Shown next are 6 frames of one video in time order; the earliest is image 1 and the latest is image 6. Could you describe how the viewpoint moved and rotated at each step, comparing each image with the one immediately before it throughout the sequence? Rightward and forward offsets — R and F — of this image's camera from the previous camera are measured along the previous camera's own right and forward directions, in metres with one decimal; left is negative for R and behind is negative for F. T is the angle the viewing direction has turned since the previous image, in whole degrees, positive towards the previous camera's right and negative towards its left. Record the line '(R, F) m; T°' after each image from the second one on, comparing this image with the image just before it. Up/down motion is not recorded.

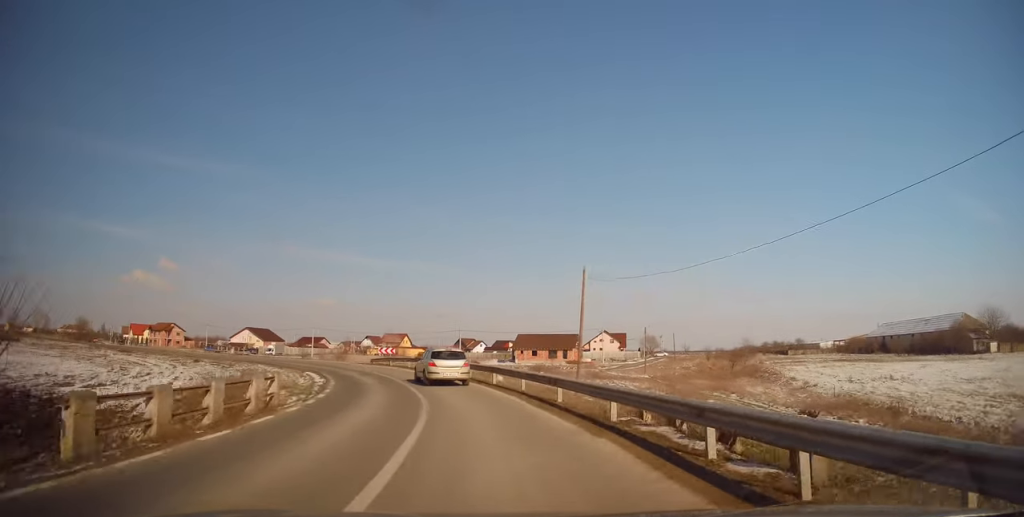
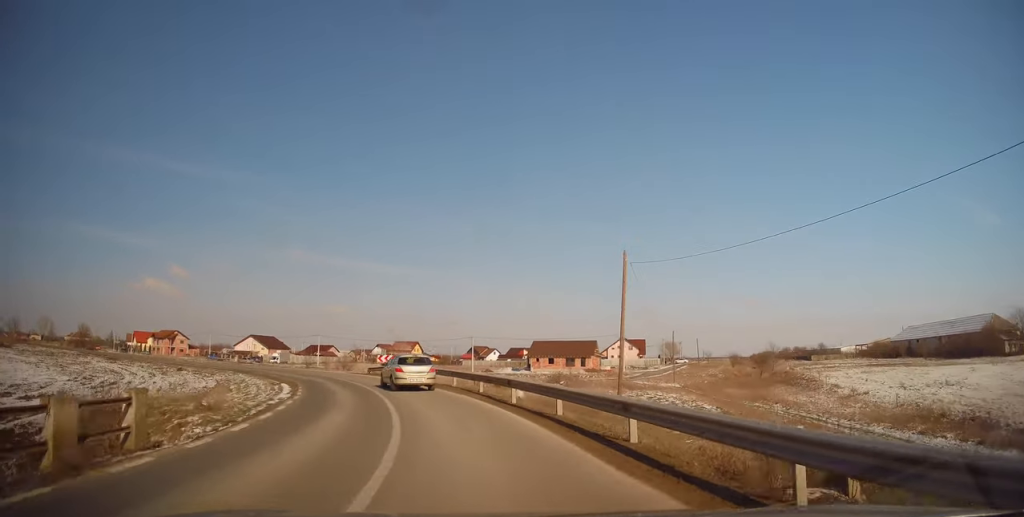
(0.0, +6.1) m; -2°
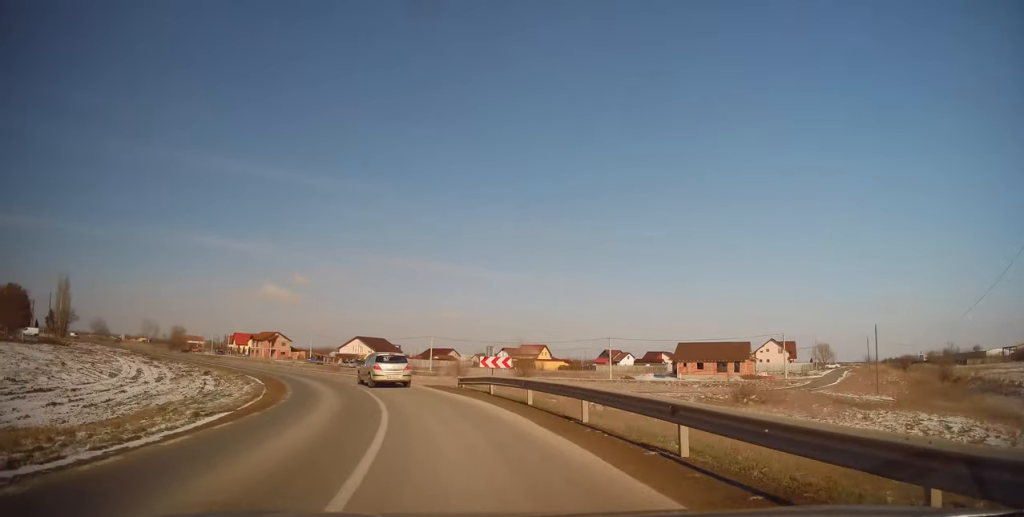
(-1.4, +17.0) m; -11°
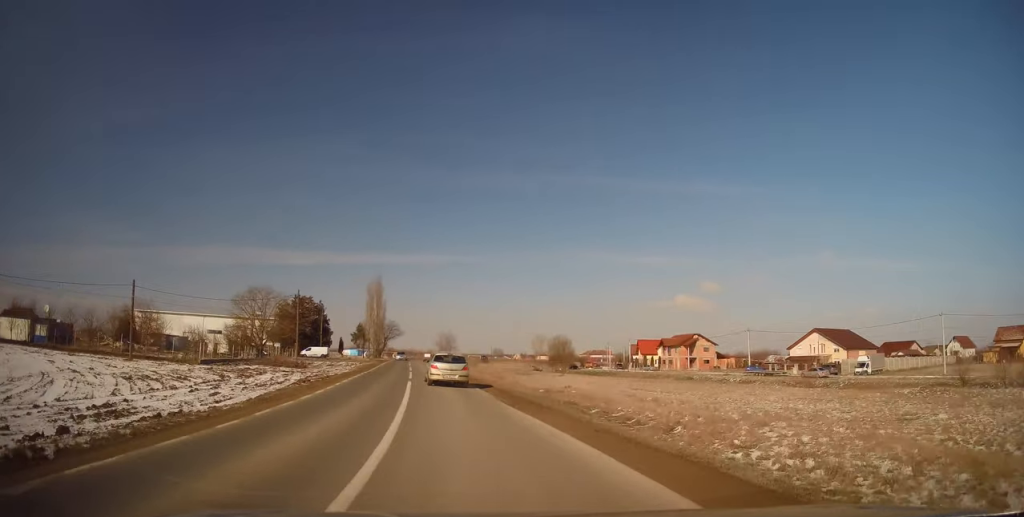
(-16.8, +44.1) m; -41°
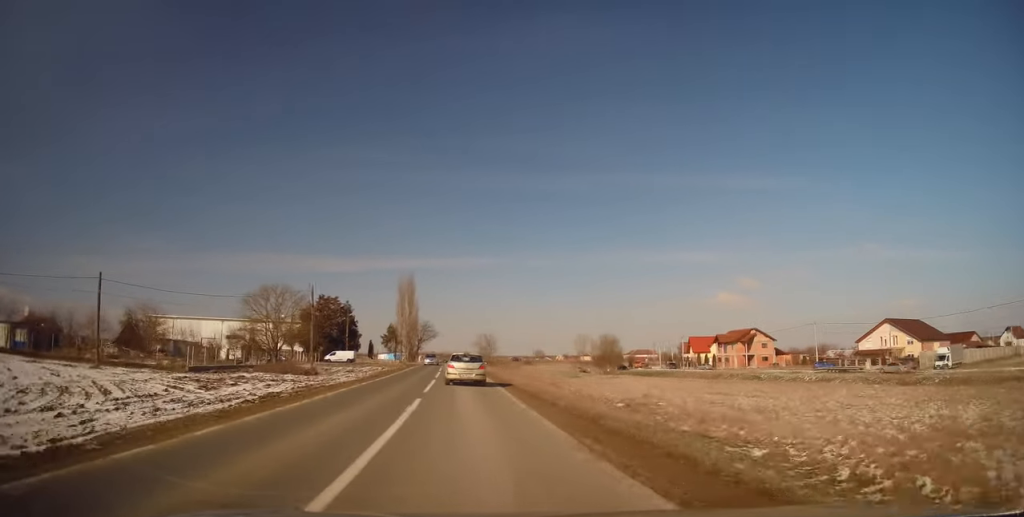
(-0.5, +9.4) m; -5°
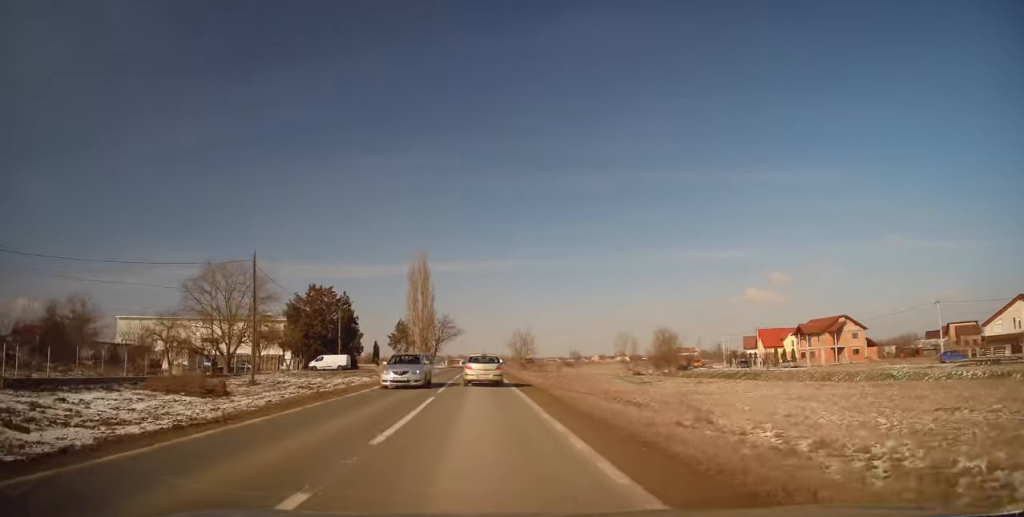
(-1.4, +22.3) m; -5°
